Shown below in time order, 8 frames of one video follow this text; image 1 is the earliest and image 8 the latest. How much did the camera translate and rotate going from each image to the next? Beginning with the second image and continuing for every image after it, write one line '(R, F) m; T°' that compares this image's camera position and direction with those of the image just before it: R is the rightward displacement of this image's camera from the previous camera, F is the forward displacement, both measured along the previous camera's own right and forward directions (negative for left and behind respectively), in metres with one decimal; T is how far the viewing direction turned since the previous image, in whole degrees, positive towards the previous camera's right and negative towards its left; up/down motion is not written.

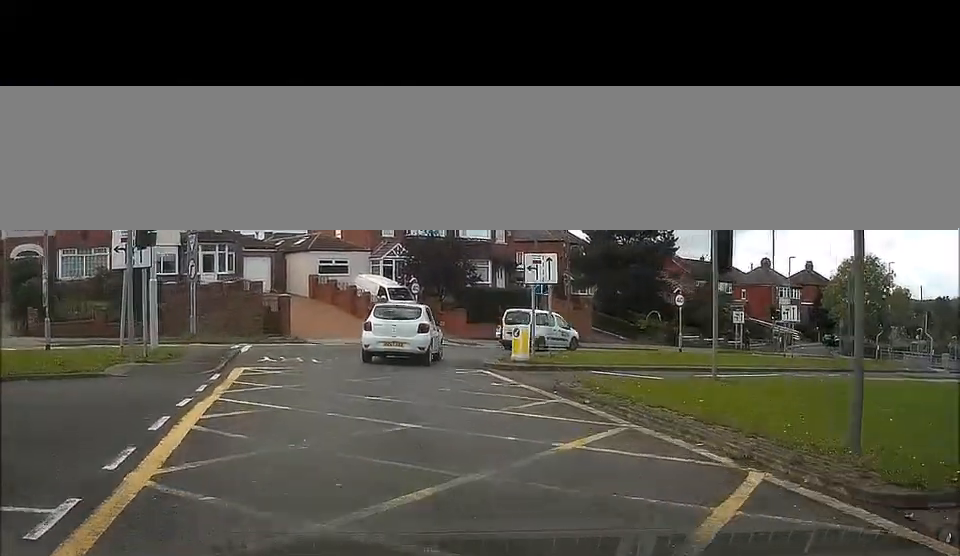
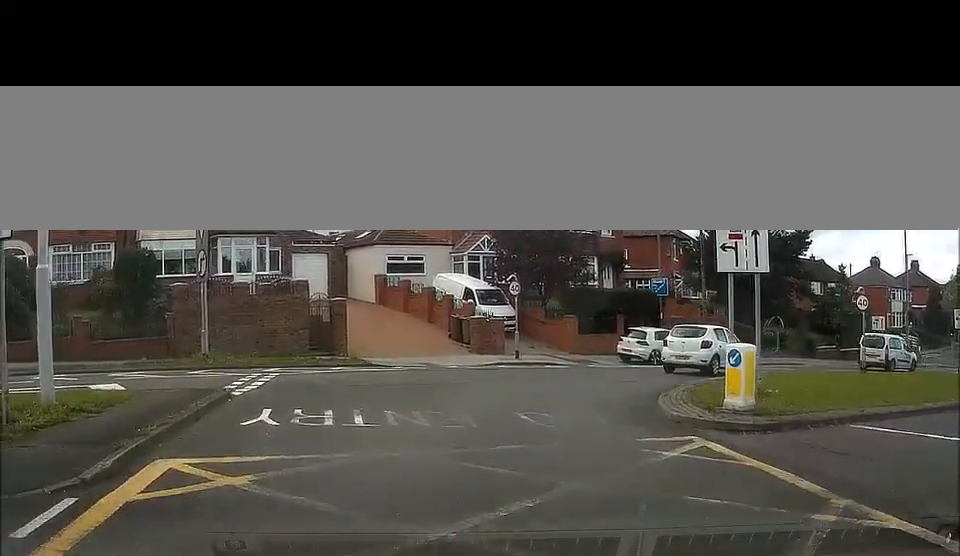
(-0.7, +11.1) m; -2°
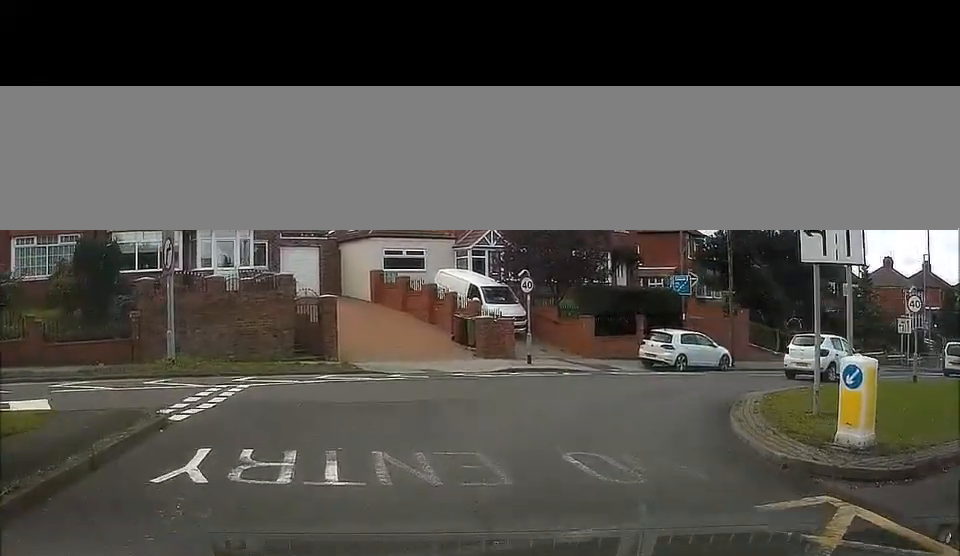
(0.0, +4.0) m; +3°
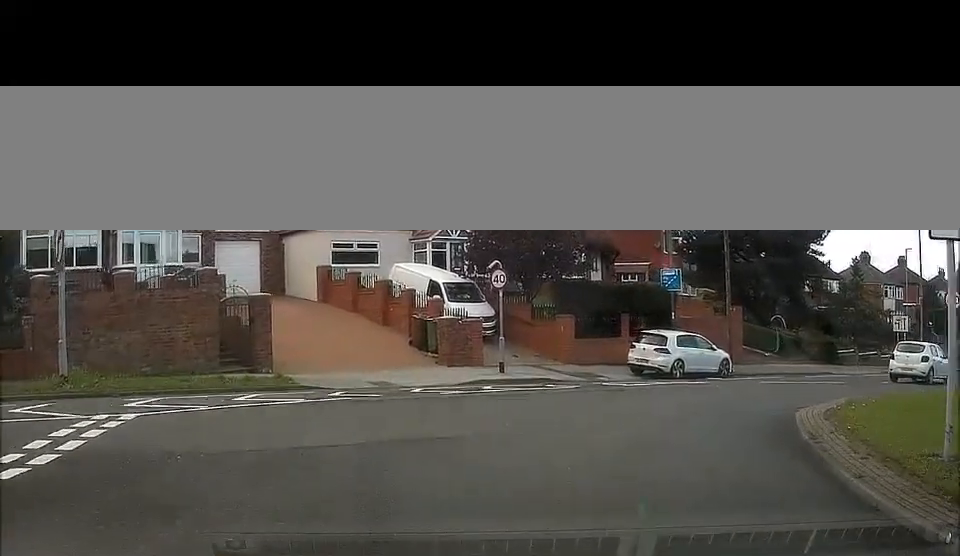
(+0.3, +5.1) m; +5°
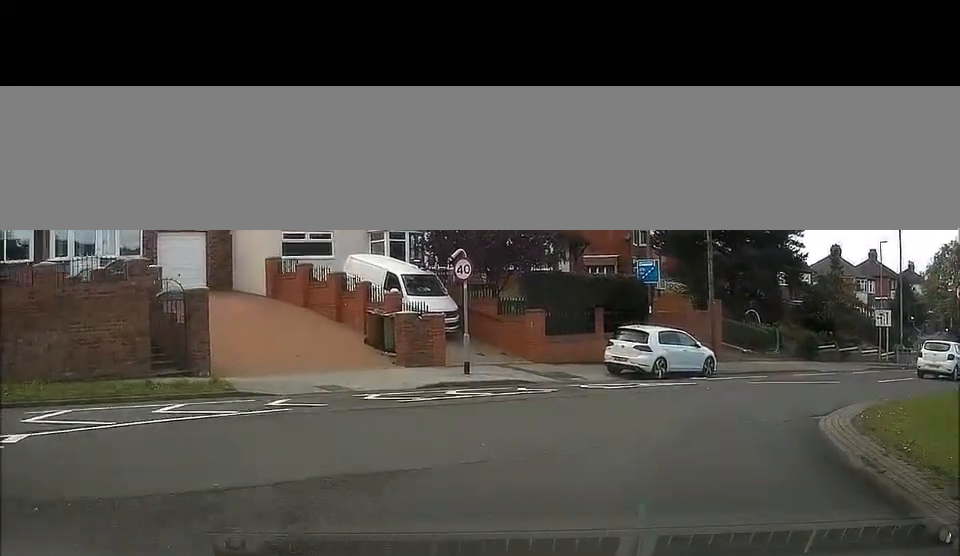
(+0.1, +2.6) m; +3°
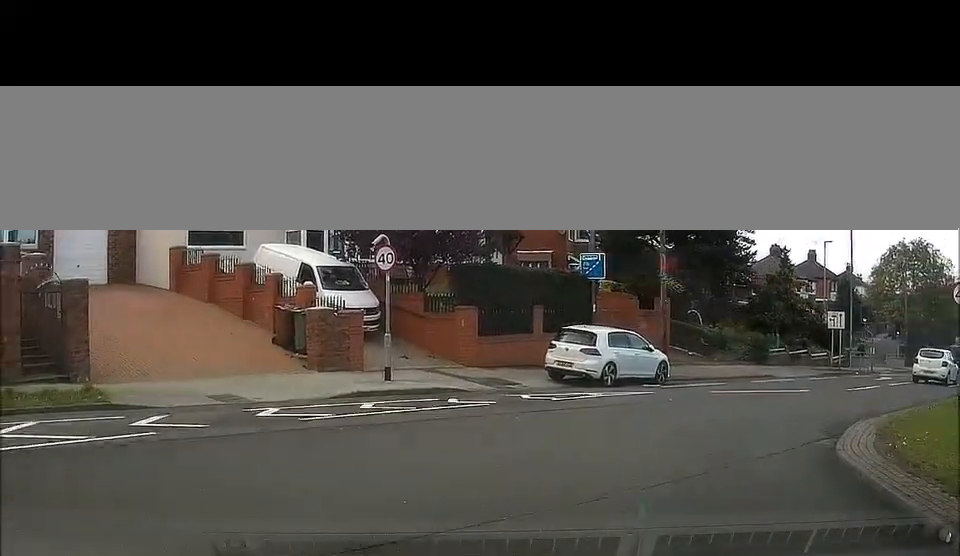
(0.0, +3.0) m; +4°
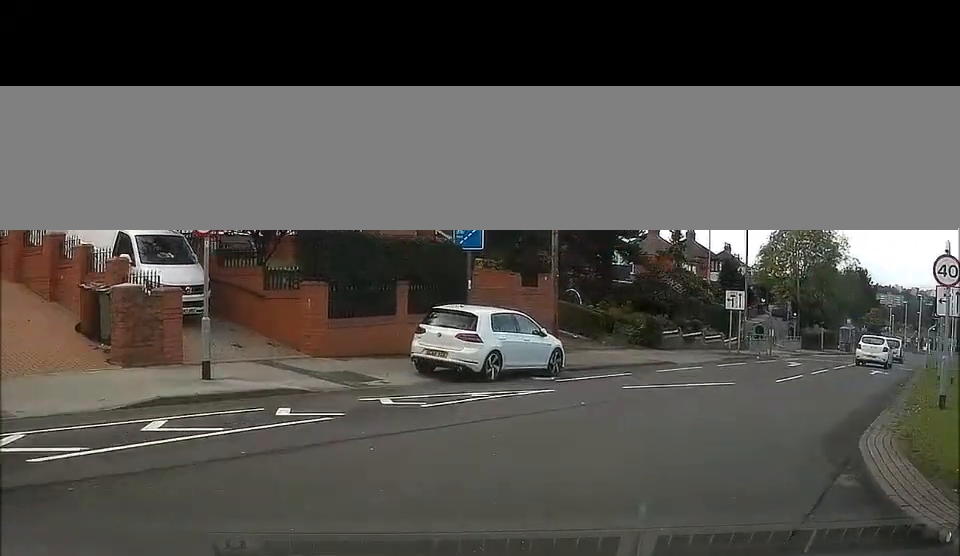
(+0.2, +3.4) m; +12°
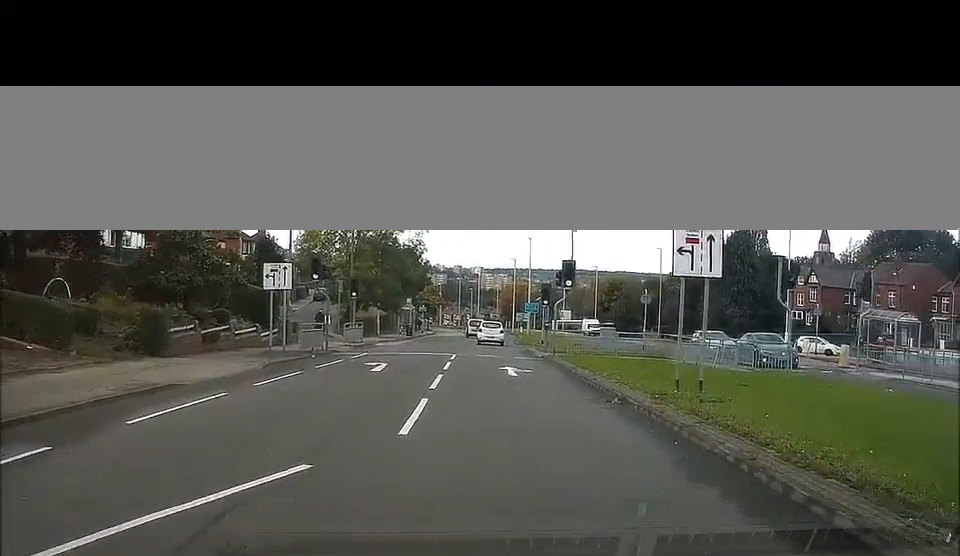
(+2.7, +10.8) m; +21°
